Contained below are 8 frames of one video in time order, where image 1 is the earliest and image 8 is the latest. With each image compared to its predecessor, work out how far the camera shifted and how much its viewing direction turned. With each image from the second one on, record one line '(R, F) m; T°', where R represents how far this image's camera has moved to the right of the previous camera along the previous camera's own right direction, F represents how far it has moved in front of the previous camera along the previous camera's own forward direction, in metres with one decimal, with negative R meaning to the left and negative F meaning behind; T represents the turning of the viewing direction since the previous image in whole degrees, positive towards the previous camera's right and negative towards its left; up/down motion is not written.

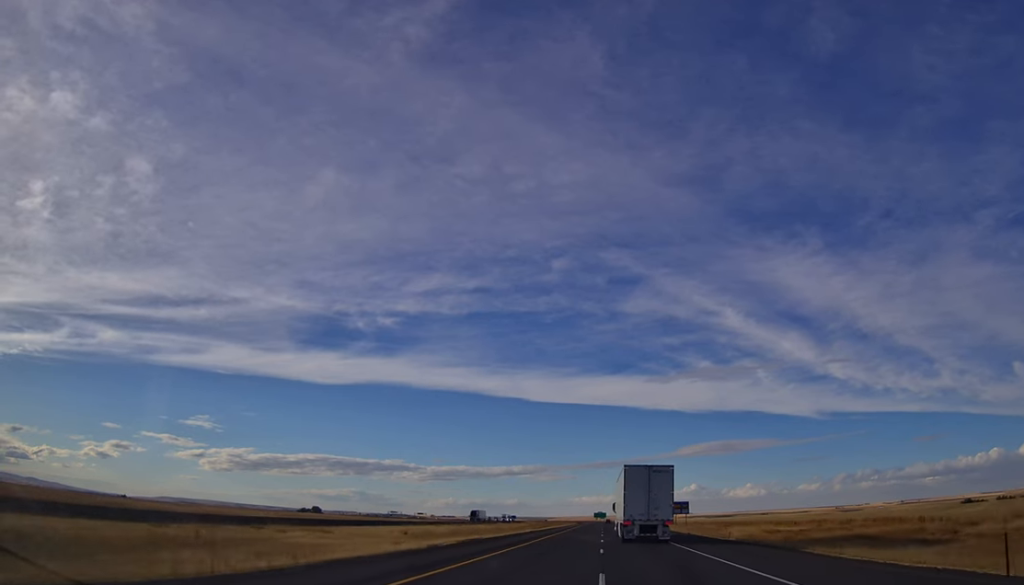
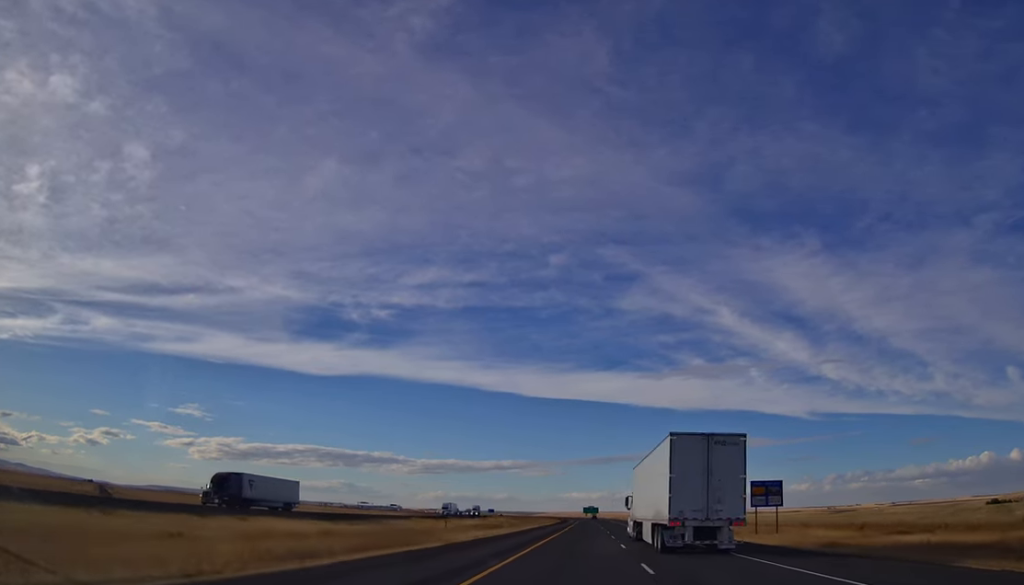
(-0.6, +83.3) m; -1°
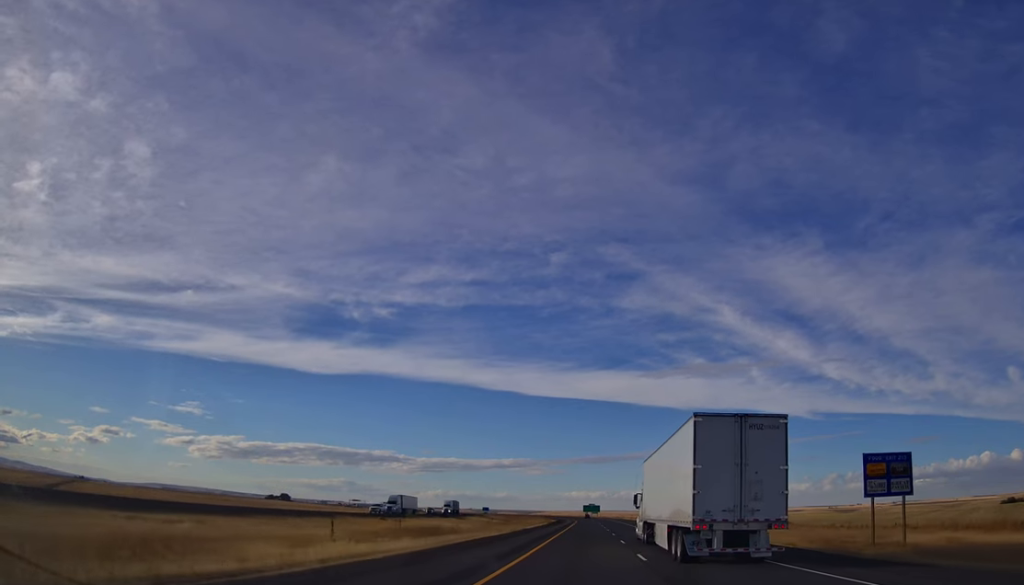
(-0.2, +32.6) m; 0°
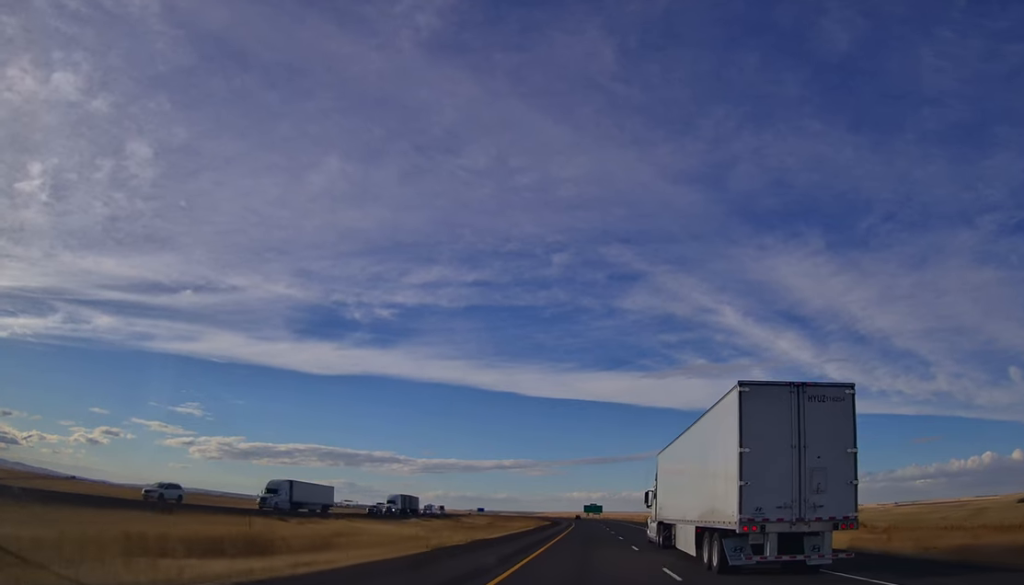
(+0.4, +31.3) m; +1°
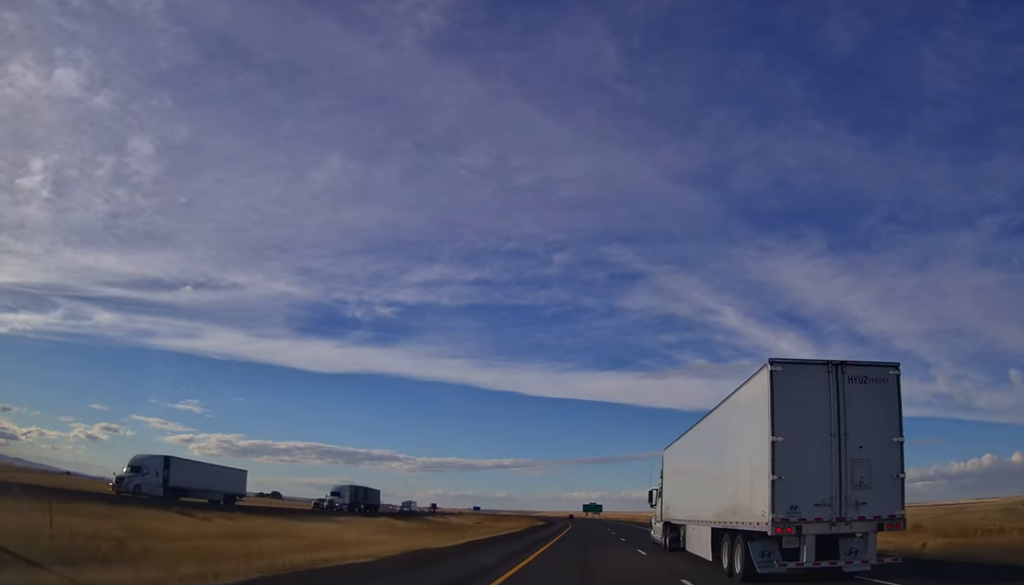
(+0.1, +15.5) m; 0°
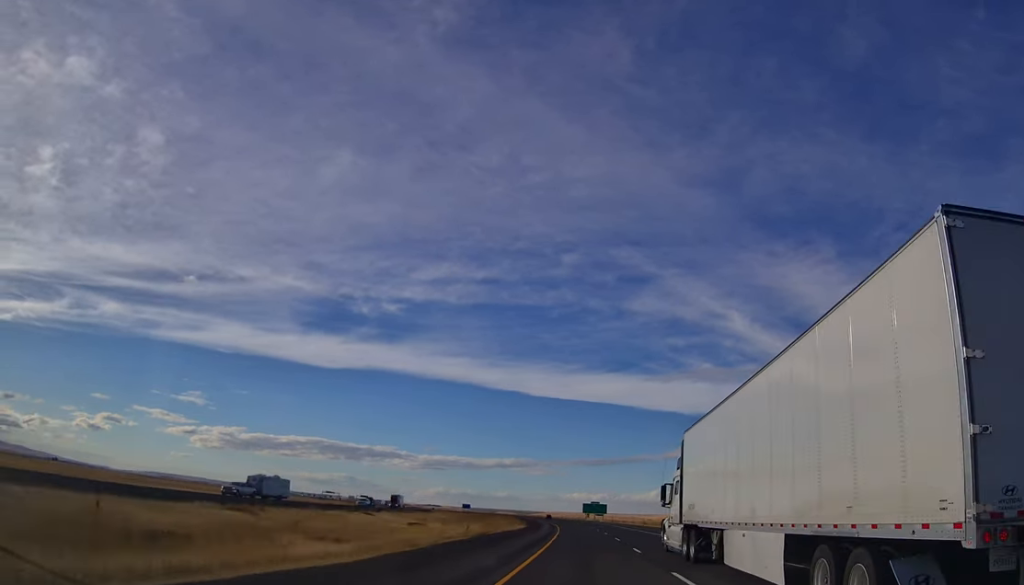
(+0.1, +47.3) m; 0°
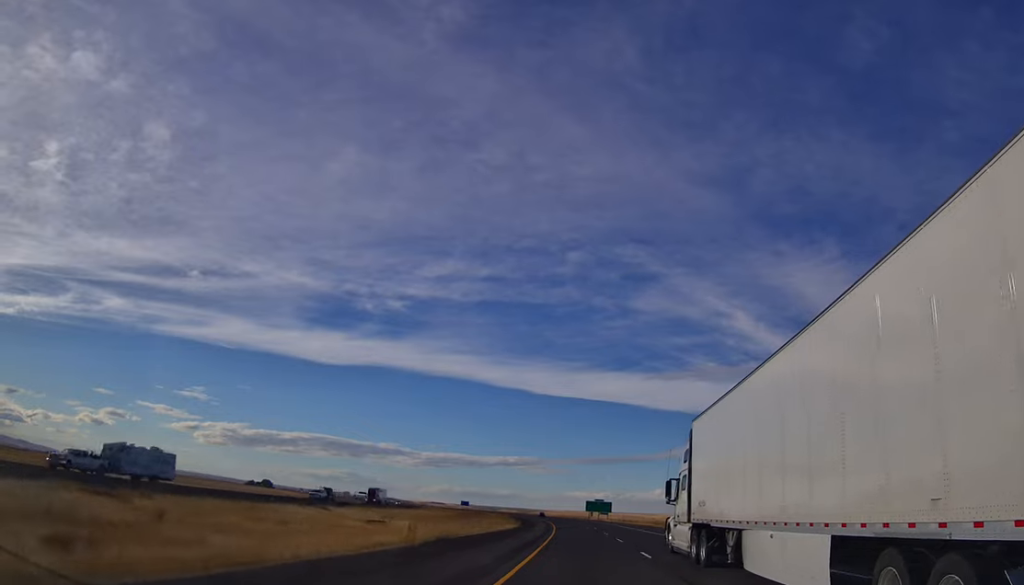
(0.0, +16.5) m; 0°
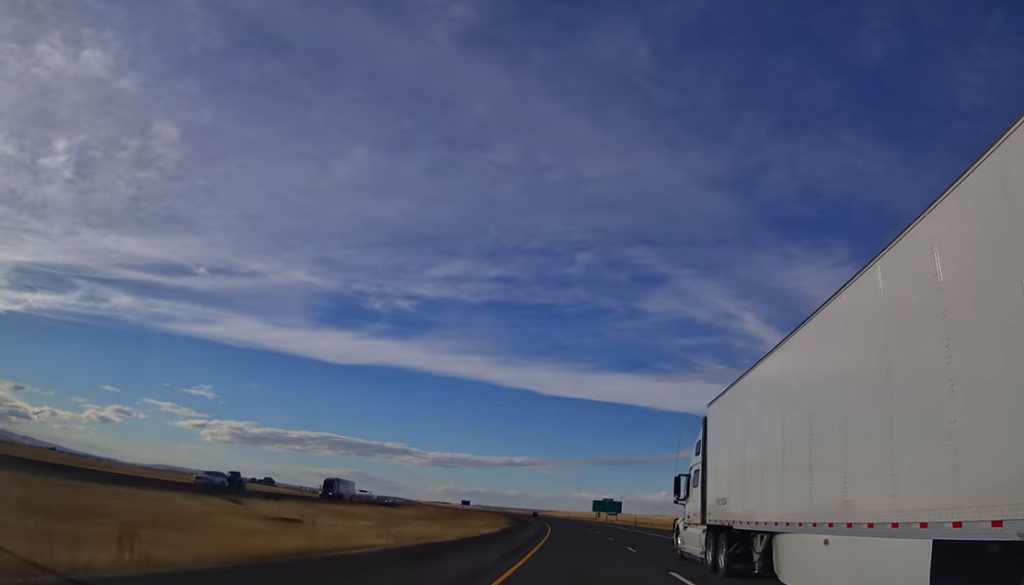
(0.0, +20.9) m; 0°
